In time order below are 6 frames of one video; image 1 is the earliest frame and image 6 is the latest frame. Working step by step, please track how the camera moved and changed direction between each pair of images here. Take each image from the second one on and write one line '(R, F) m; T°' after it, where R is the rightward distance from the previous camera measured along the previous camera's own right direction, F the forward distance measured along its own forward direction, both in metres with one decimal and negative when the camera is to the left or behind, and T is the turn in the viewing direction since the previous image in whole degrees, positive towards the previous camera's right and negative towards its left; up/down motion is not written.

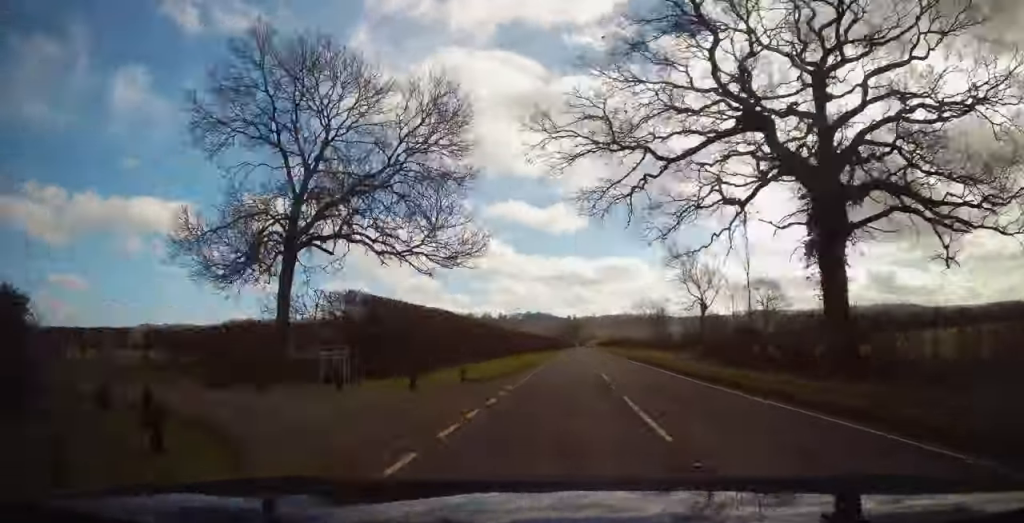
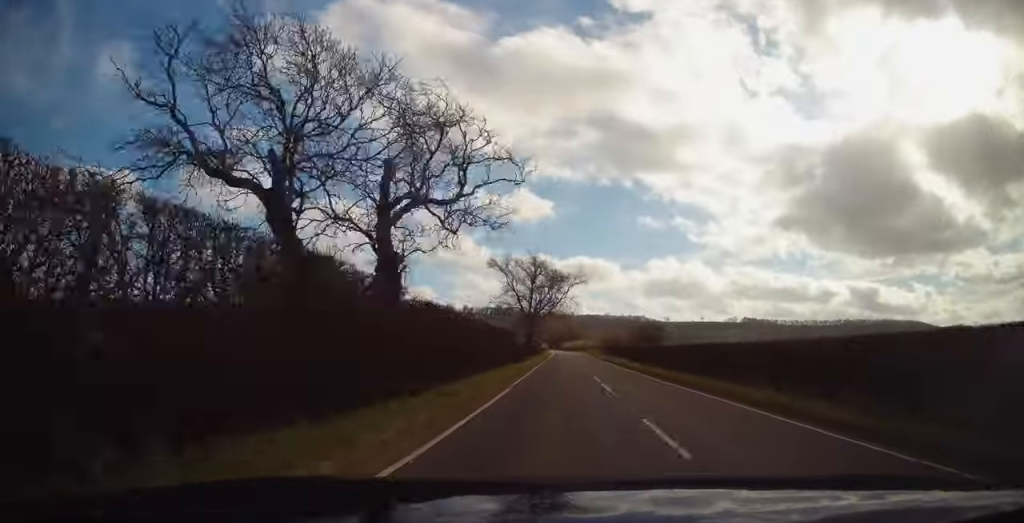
(-27.9, +169.5) m; -1°
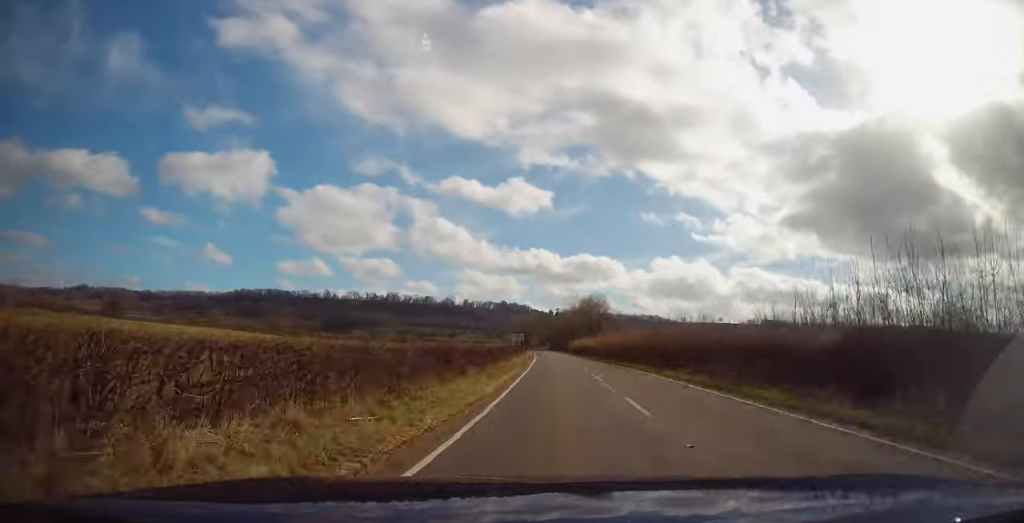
(+5.8, +104.9) m; +3°
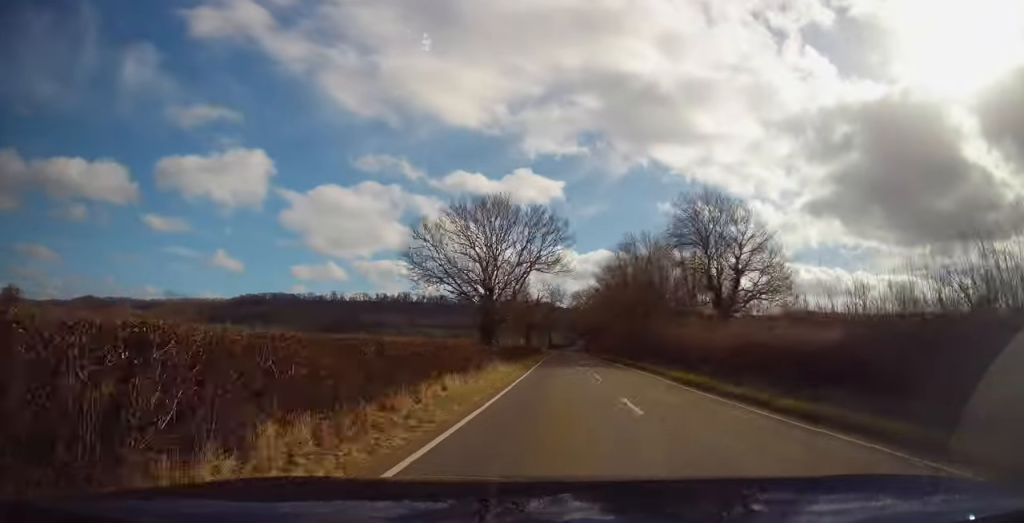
(-1.1, +100.4) m; -1°
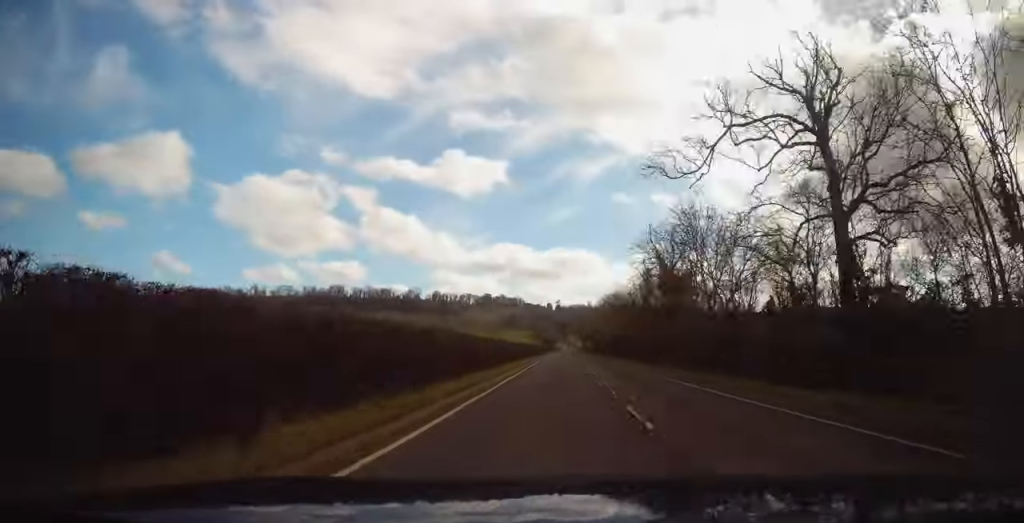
(+2.1, +226.0) m; +2°
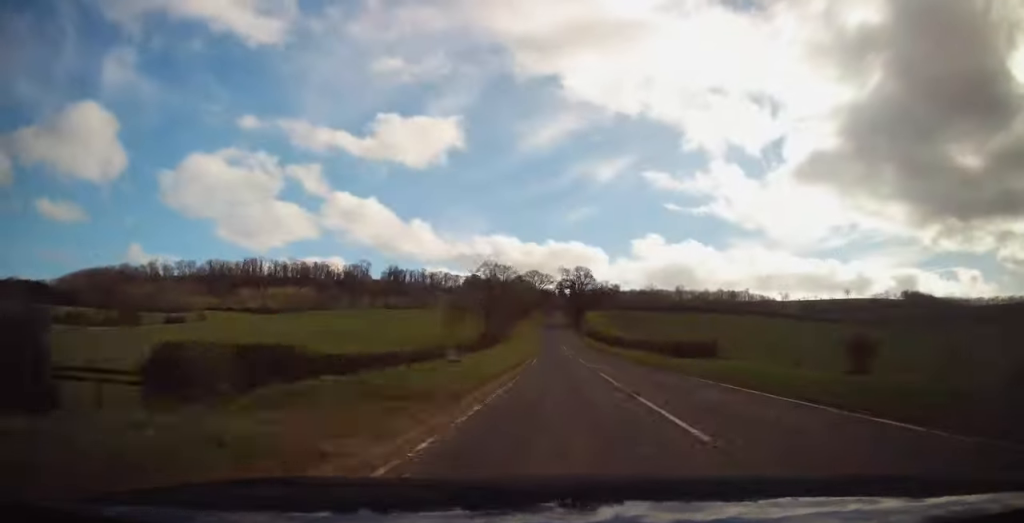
(+1.2, +283.5) m; -2°
